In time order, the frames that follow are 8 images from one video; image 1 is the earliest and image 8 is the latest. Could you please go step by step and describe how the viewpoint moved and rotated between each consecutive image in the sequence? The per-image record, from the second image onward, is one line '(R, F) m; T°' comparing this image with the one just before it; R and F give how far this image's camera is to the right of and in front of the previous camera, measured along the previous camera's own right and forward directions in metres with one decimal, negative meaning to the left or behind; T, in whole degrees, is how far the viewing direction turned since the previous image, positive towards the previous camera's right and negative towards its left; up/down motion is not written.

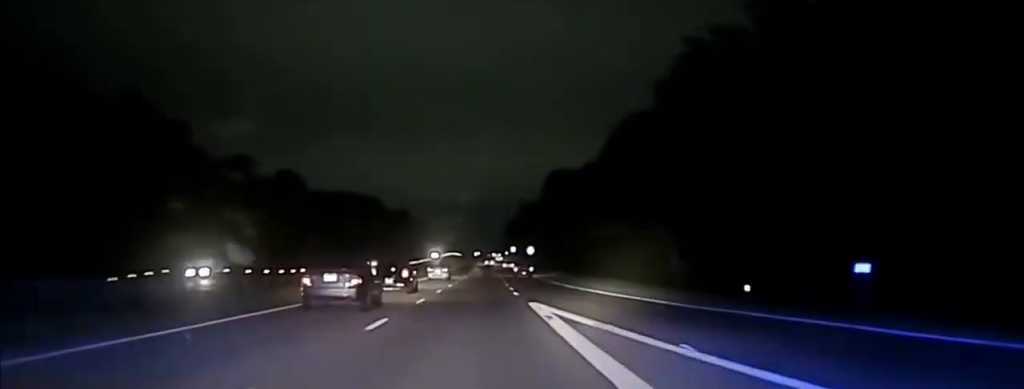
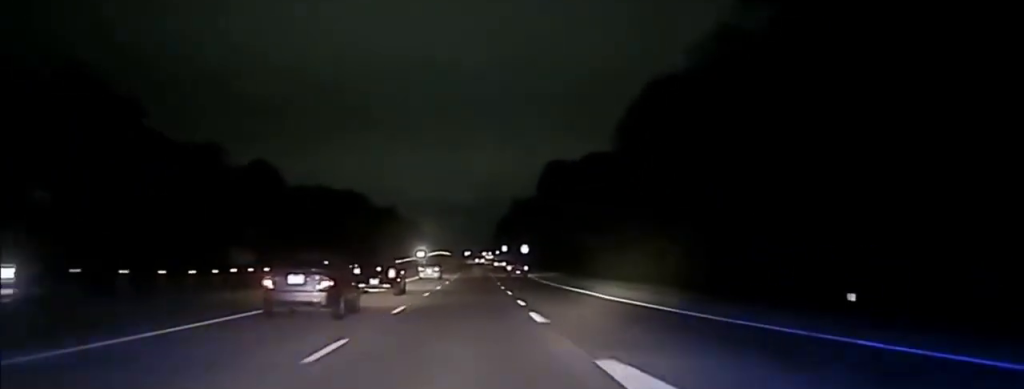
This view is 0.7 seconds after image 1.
(0.0, +19.0) m; 0°
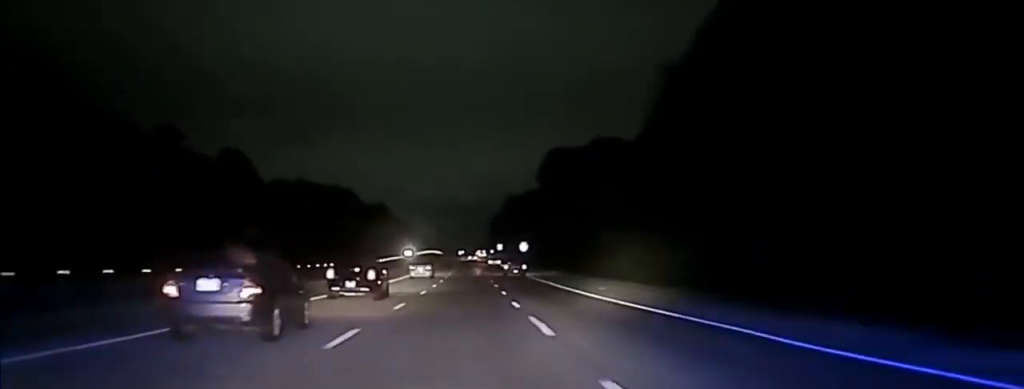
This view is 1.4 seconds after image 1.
(0.0, +23.3) m; 0°
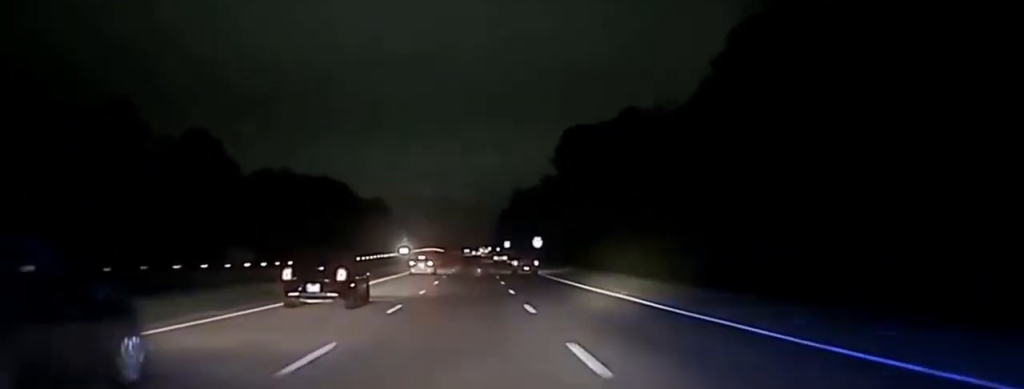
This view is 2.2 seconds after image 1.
(+0.3, +34.9) m; 0°
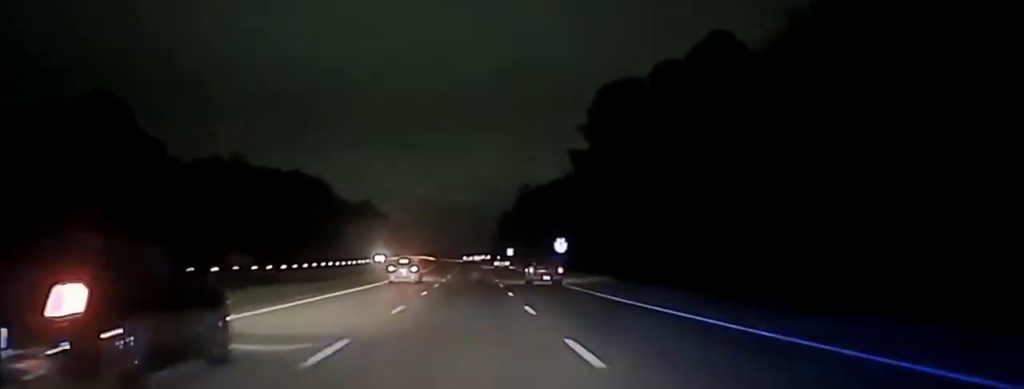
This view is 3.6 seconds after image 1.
(+0.2, +55.3) m; 0°
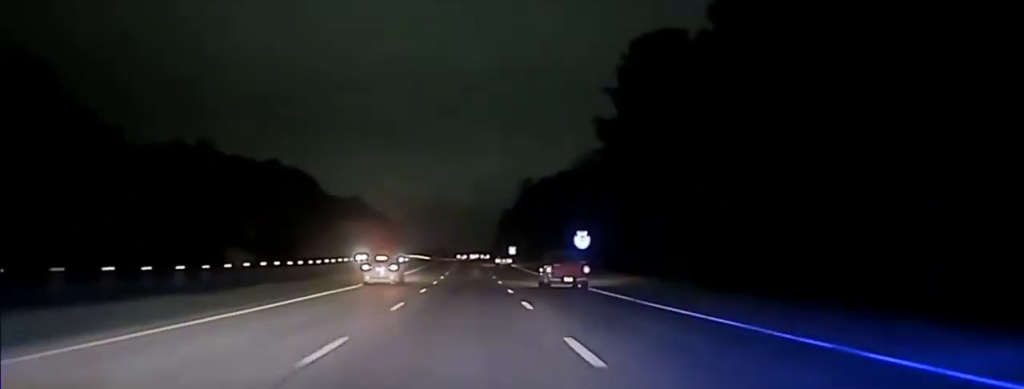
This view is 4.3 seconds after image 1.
(+0.2, +24.1) m; 0°
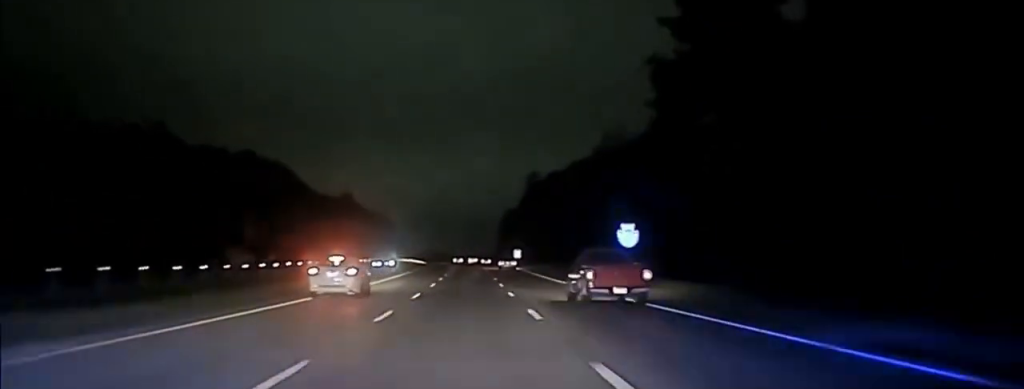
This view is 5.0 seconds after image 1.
(-0.3, +26.9) m; 0°
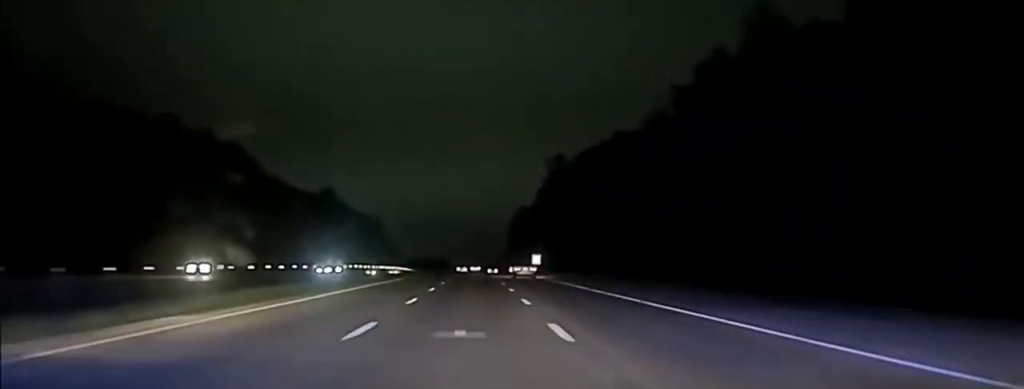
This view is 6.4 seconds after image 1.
(0.0, +50.7) m; 0°
